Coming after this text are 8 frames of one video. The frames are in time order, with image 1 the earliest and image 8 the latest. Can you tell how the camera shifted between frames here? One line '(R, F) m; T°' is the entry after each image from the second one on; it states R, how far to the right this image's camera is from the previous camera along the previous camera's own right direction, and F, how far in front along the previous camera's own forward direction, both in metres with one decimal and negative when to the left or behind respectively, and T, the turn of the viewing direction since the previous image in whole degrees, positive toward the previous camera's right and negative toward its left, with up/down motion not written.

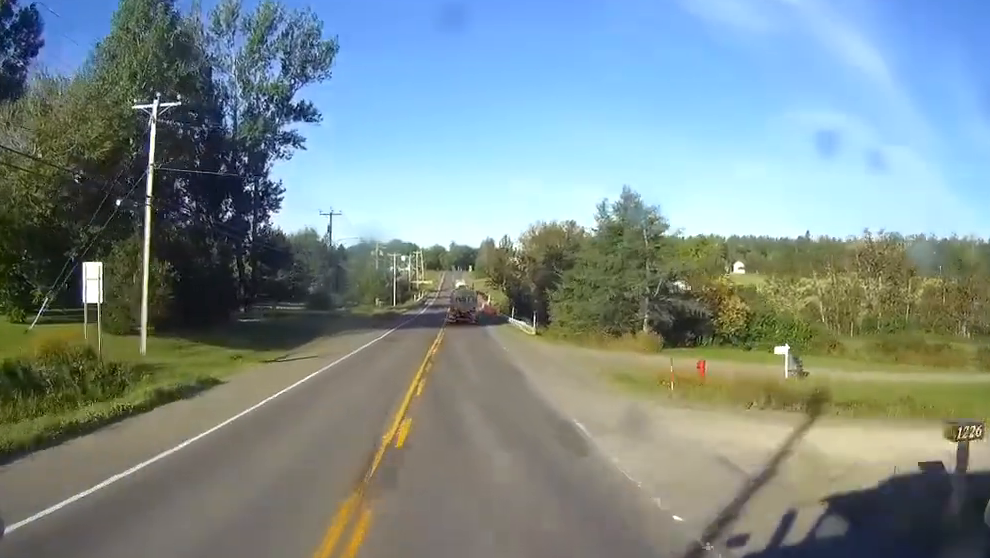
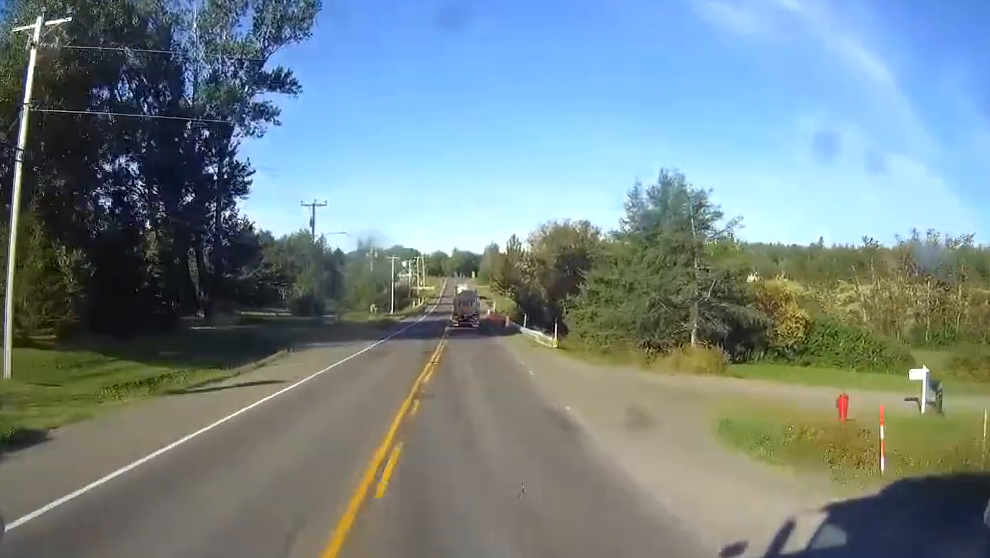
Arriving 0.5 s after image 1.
(0.0, +12.5) m; 0°
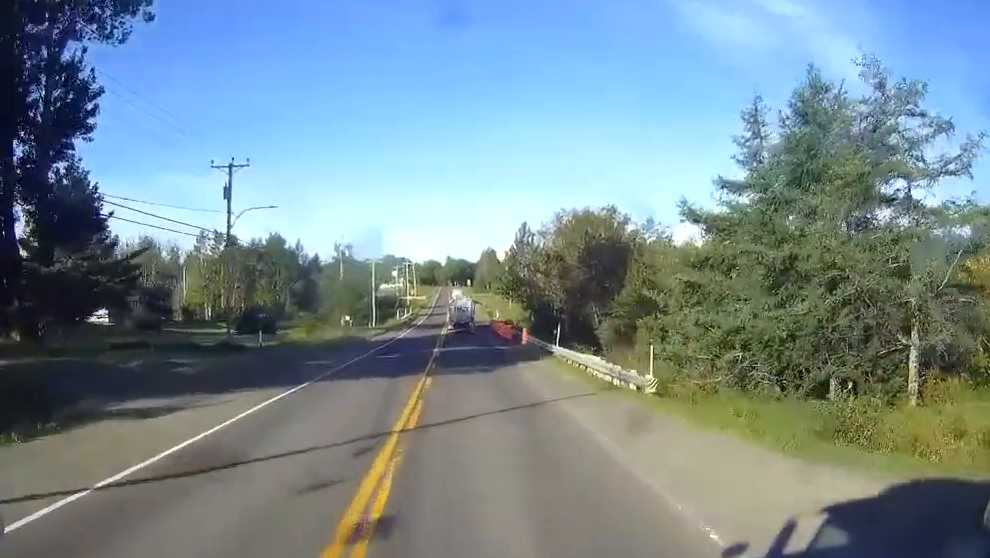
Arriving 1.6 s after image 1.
(0.0, +26.8) m; 0°
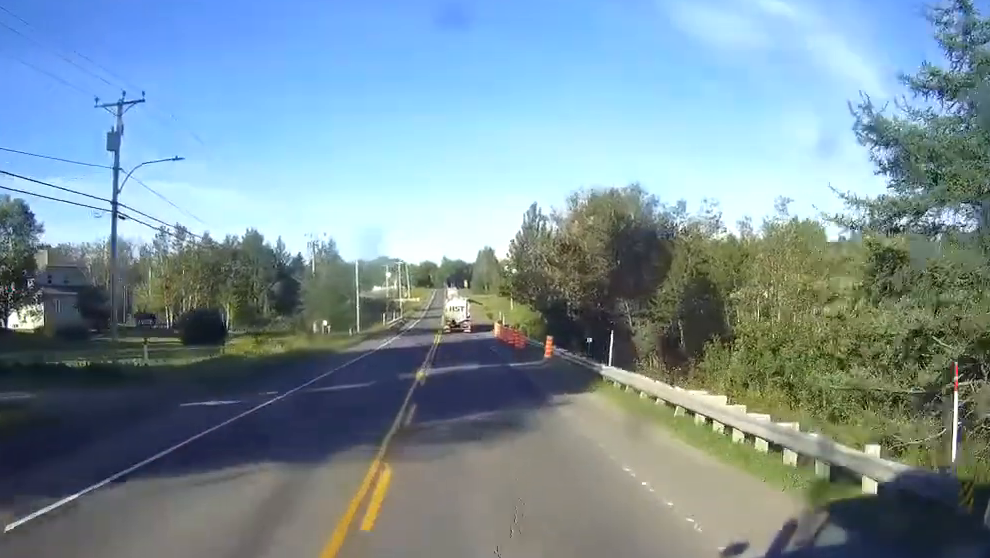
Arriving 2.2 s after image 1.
(0.0, +16.9) m; 0°
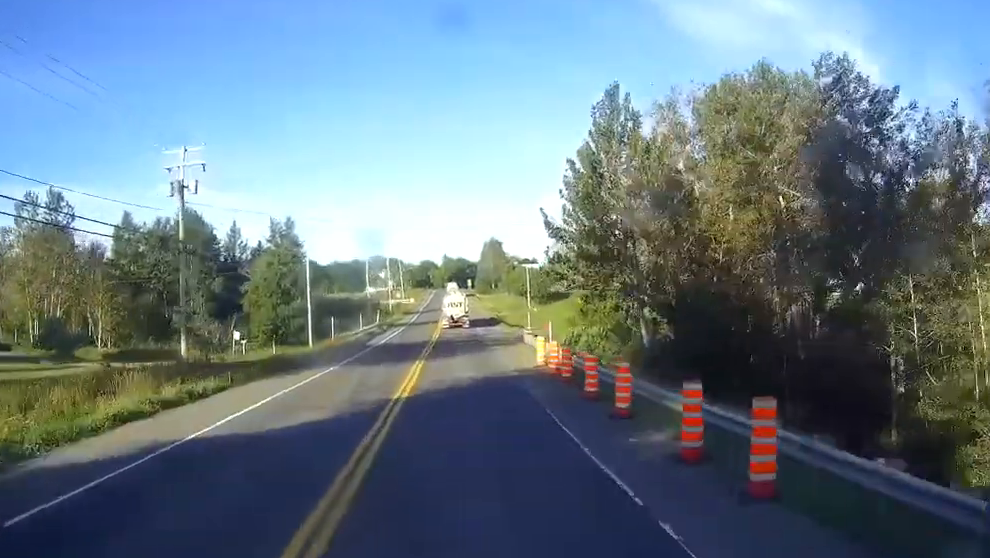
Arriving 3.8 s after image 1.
(+0.1, +39.9) m; 0°
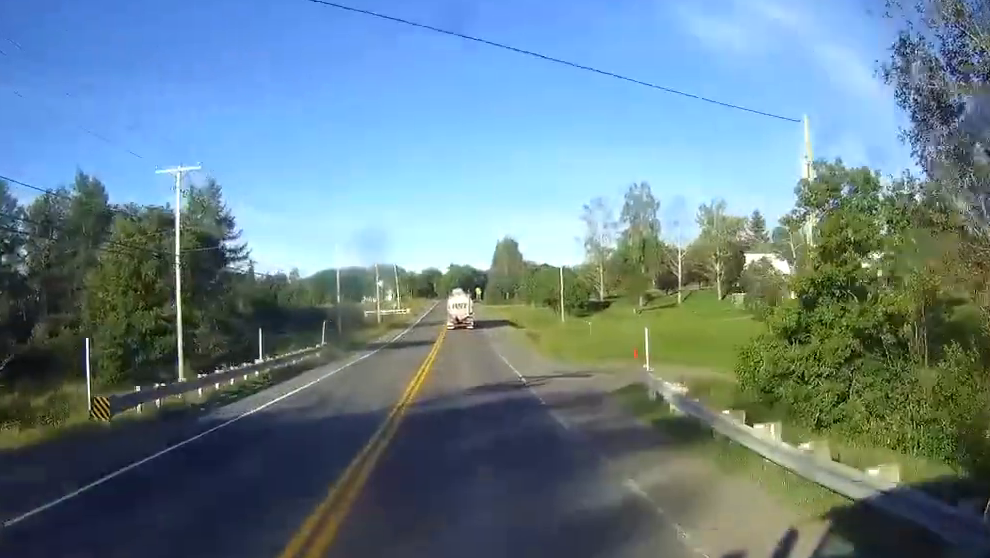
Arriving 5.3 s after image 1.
(-0.2, +38.5) m; 0°
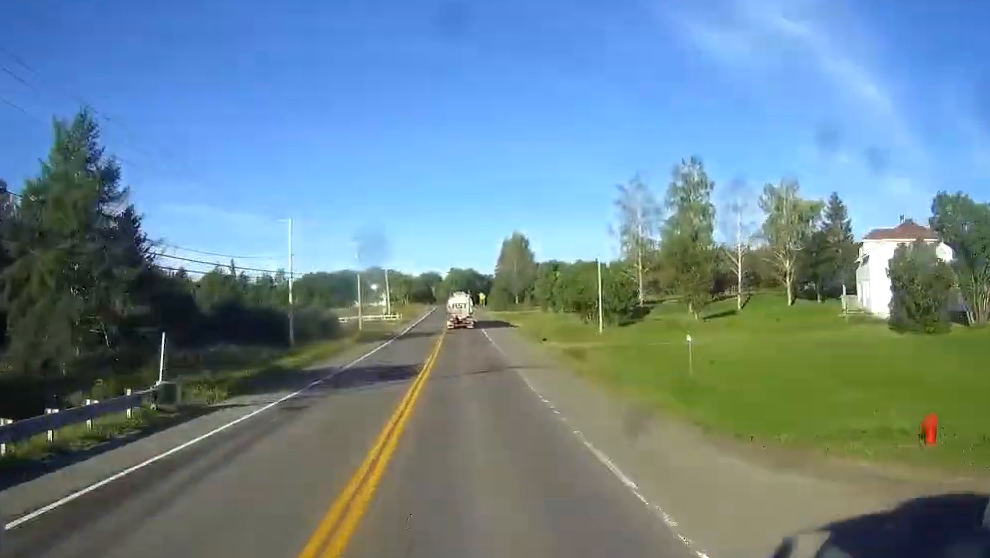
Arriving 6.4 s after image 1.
(-0.1, +27.5) m; 0°
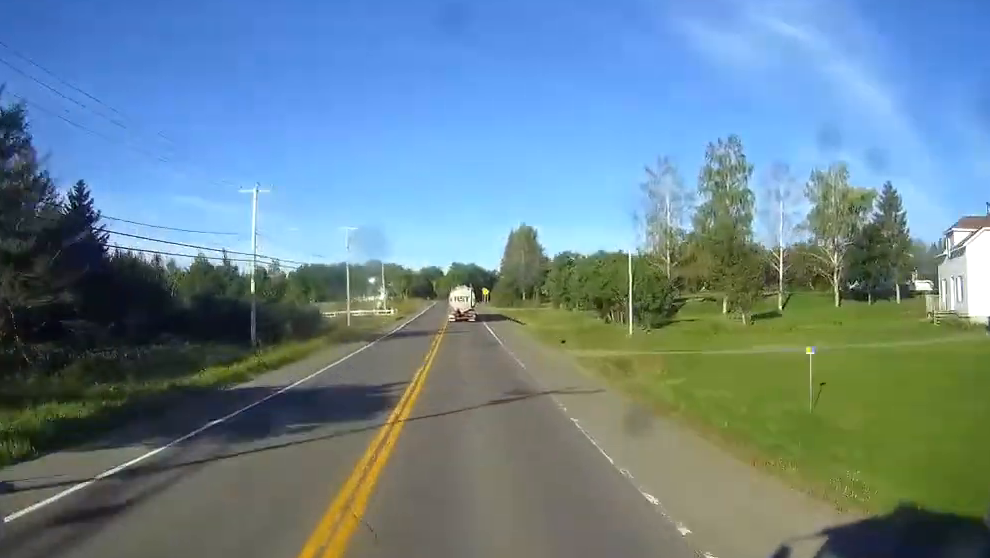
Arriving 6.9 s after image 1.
(0.0, +12.9) m; 0°
